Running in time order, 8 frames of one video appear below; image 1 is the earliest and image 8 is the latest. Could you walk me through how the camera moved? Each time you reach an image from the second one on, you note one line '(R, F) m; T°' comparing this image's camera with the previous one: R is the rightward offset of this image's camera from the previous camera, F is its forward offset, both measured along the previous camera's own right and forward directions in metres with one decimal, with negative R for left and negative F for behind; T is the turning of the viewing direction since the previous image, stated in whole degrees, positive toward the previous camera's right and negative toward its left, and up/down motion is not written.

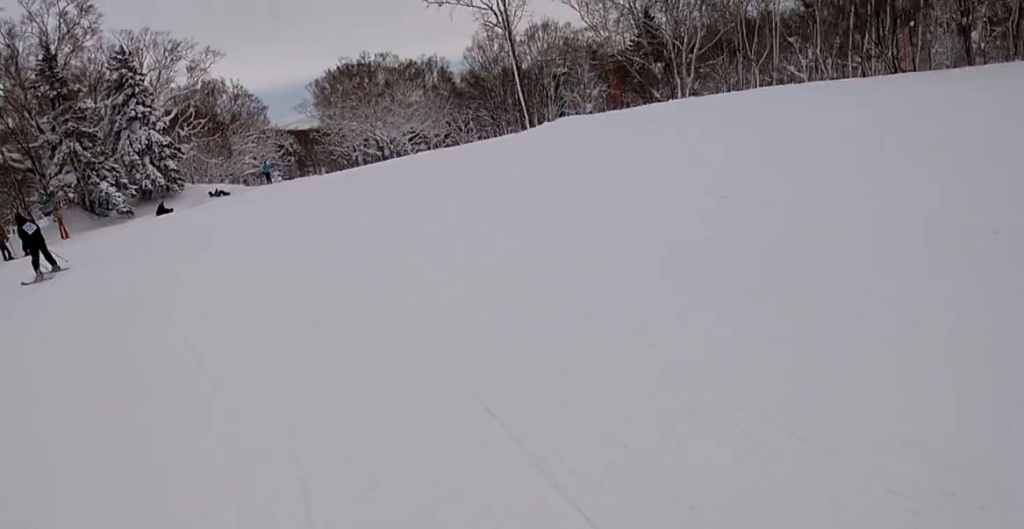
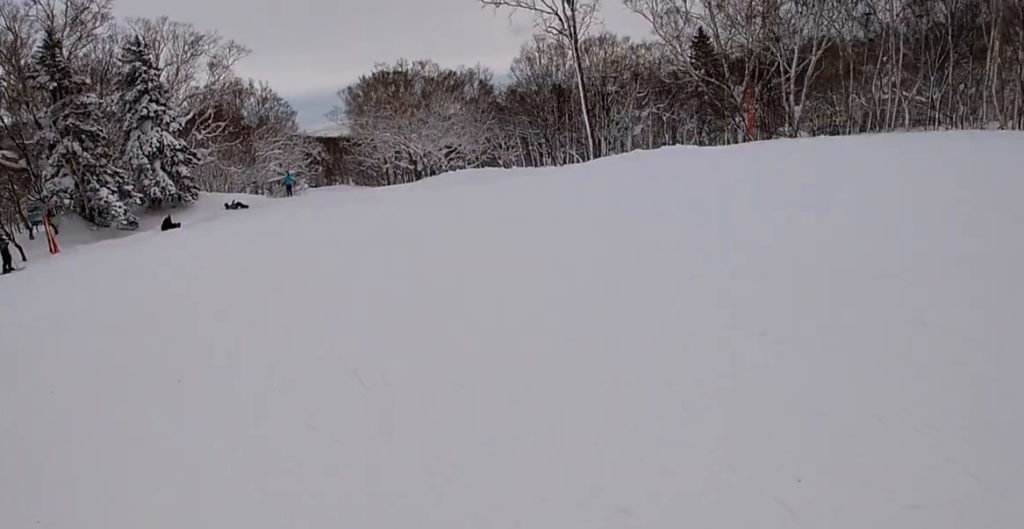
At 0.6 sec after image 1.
(+0.4, +4.9) m; +7°
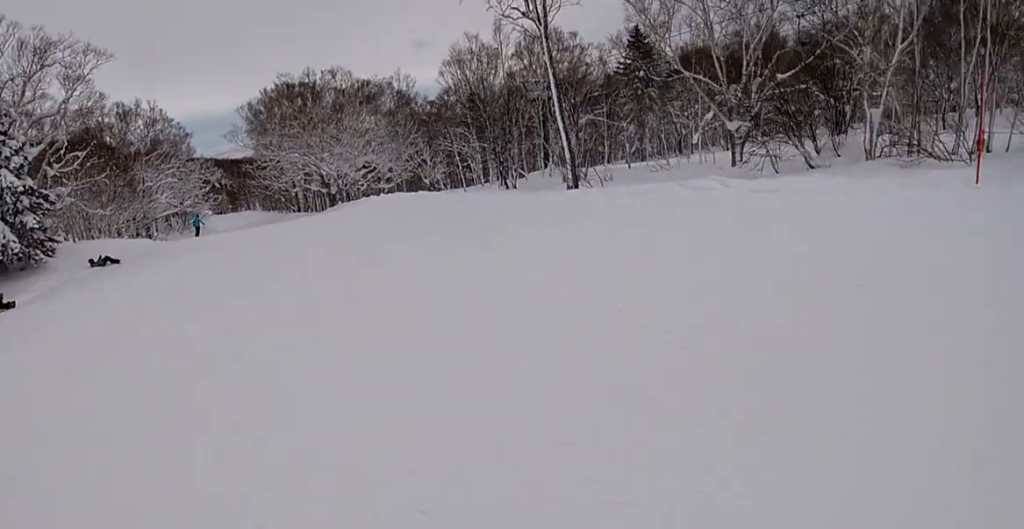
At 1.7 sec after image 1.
(+1.0, +8.9) m; +8°
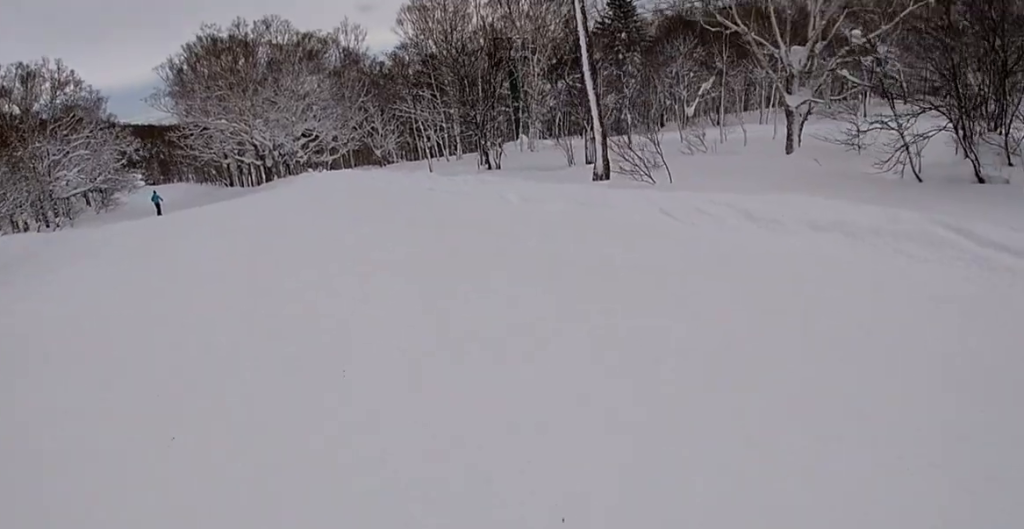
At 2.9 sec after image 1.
(+0.1, +9.1) m; +8°
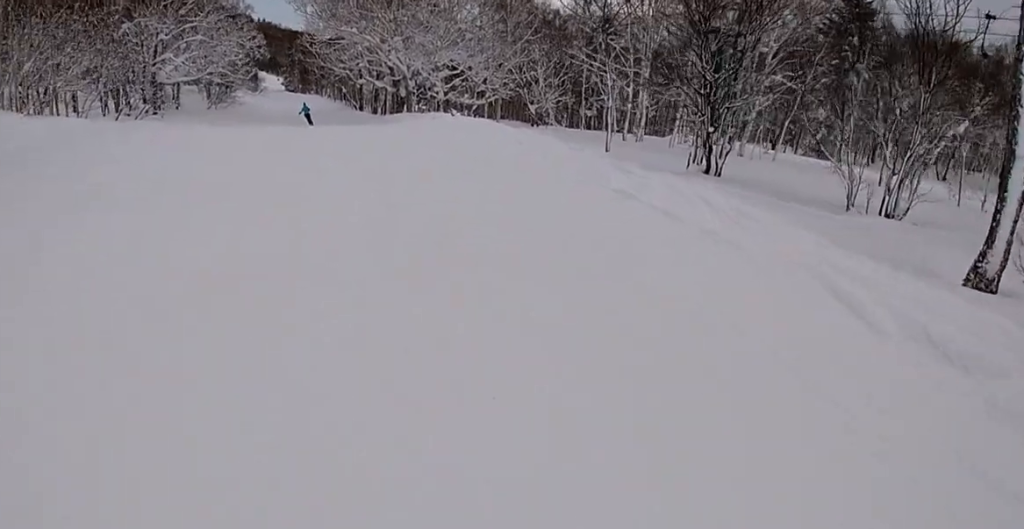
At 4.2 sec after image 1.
(+1.6, +9.2) m; -4°
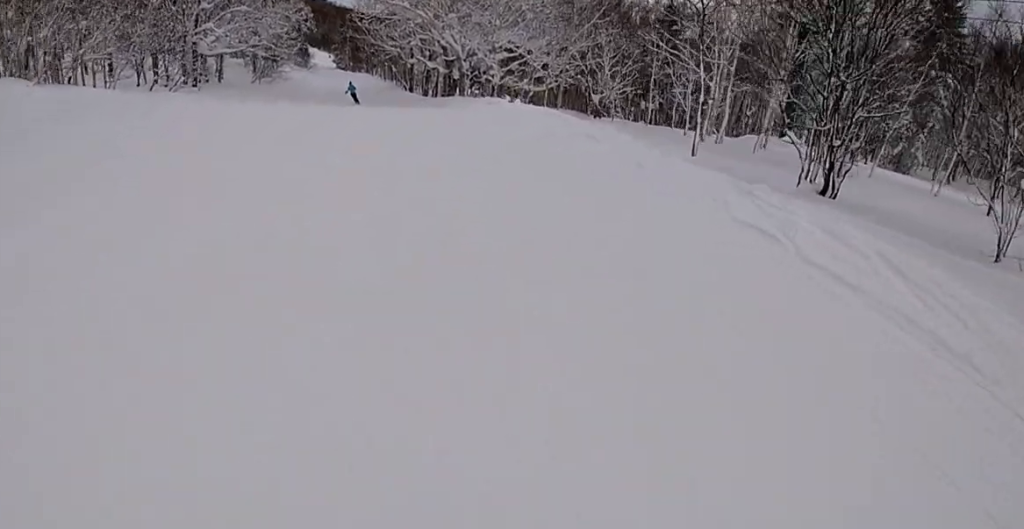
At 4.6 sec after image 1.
(-0.8, +2.6) m; -7°
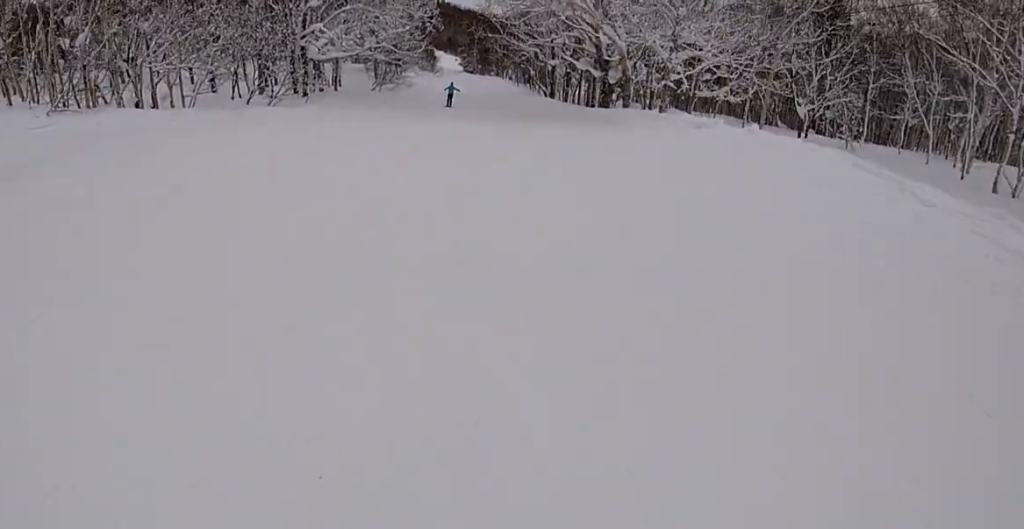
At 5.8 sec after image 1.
(-1.5, +7.5) m; -12°
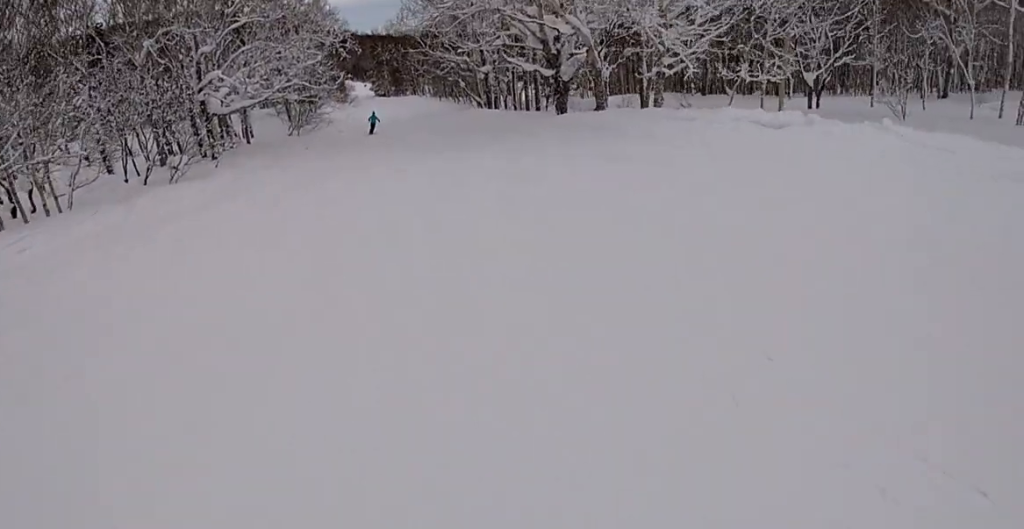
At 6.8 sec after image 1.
(-0.2, +6.4) m; -5°
